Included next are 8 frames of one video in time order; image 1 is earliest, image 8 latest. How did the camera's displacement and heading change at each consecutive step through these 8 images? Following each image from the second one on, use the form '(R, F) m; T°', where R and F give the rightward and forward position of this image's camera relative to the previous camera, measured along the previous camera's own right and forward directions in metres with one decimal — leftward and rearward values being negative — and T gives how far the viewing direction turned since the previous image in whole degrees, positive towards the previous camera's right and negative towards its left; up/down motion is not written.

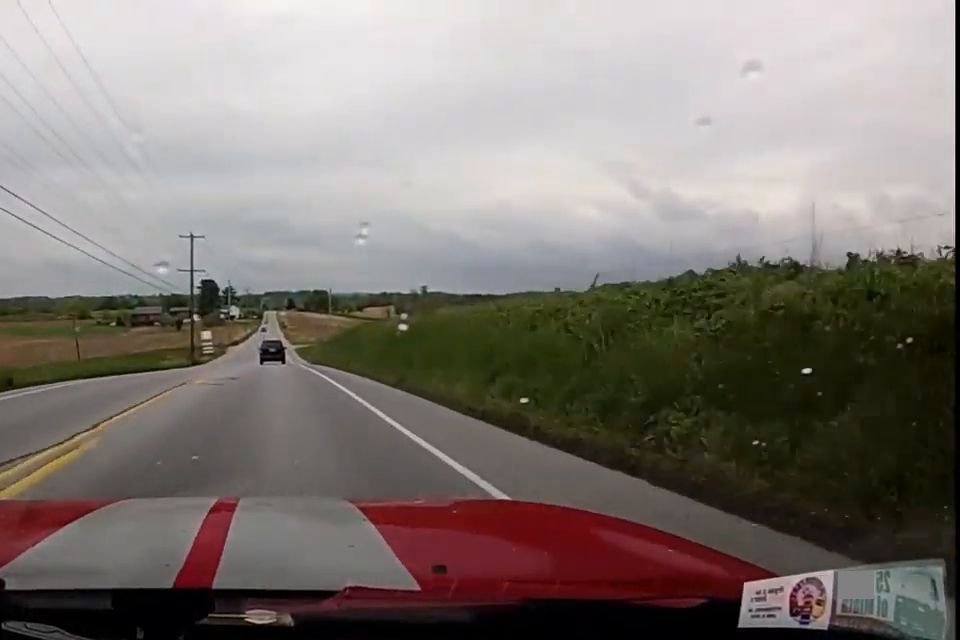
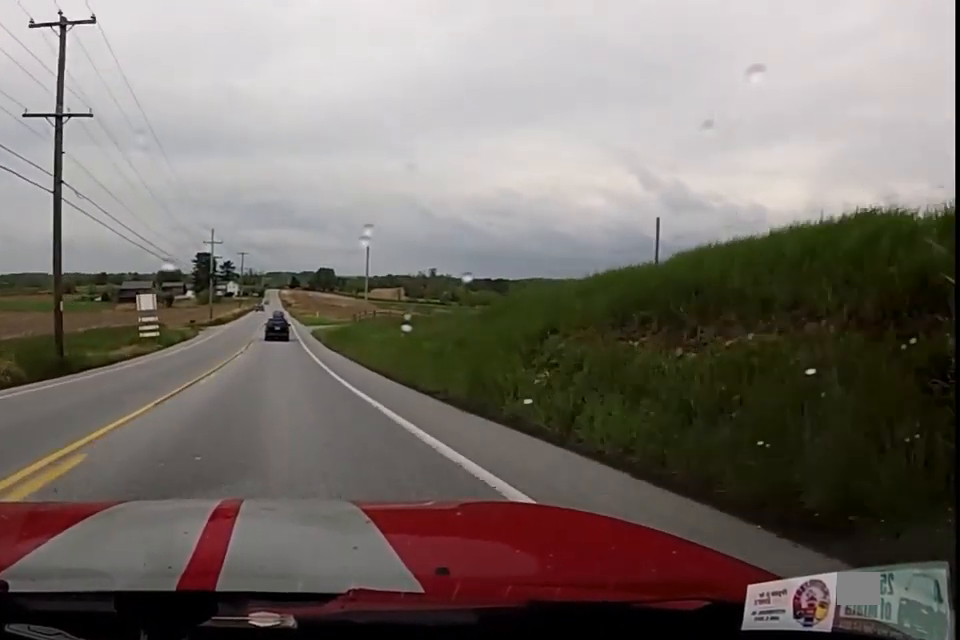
(-1.5, +37.1) m; -2°
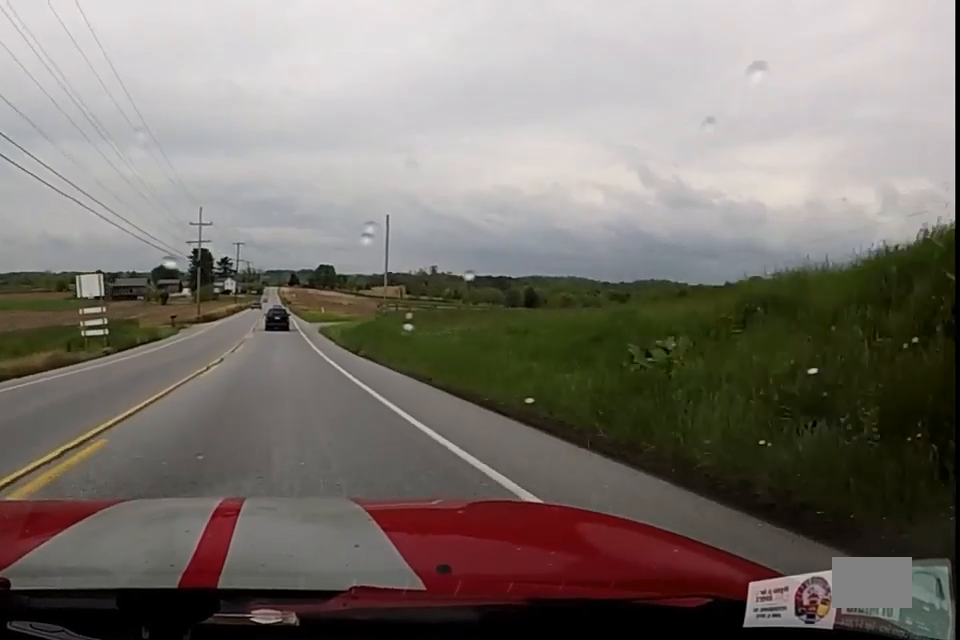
(-0.3, +11.8) m; +2°
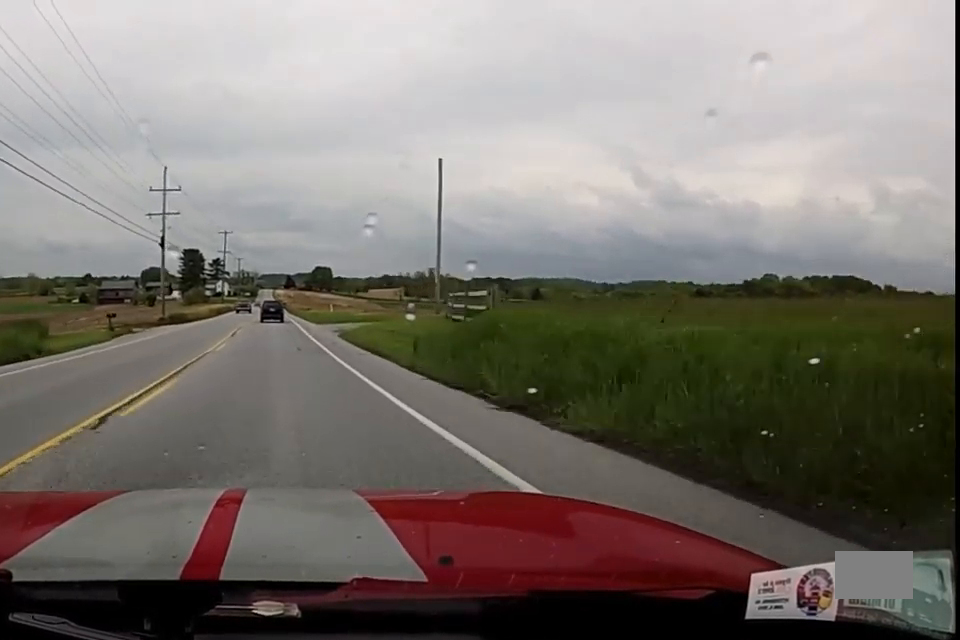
(+0.9, +18.9) m; 0°
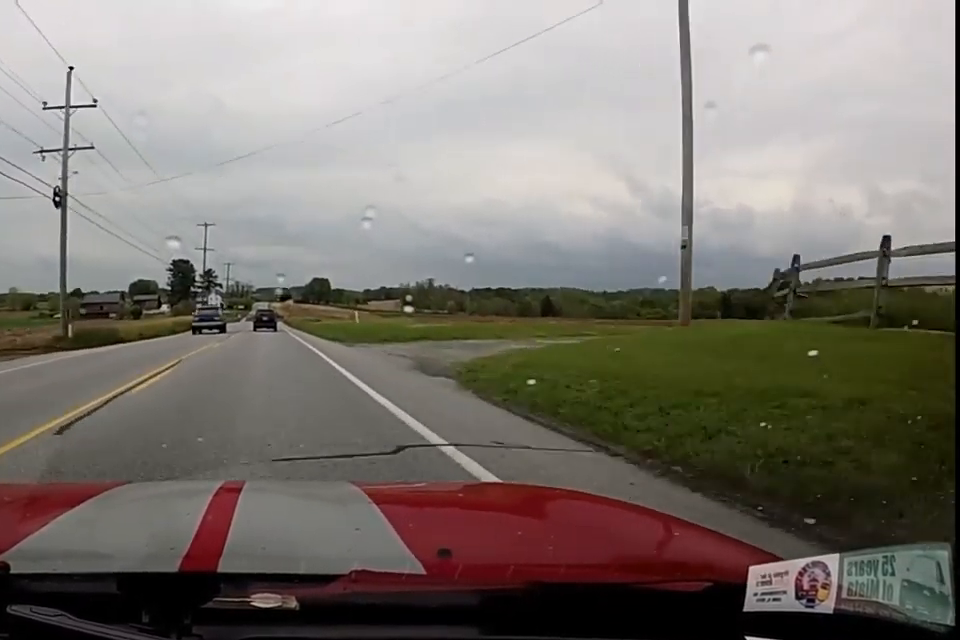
(-0.8, +22.3) m; 0°
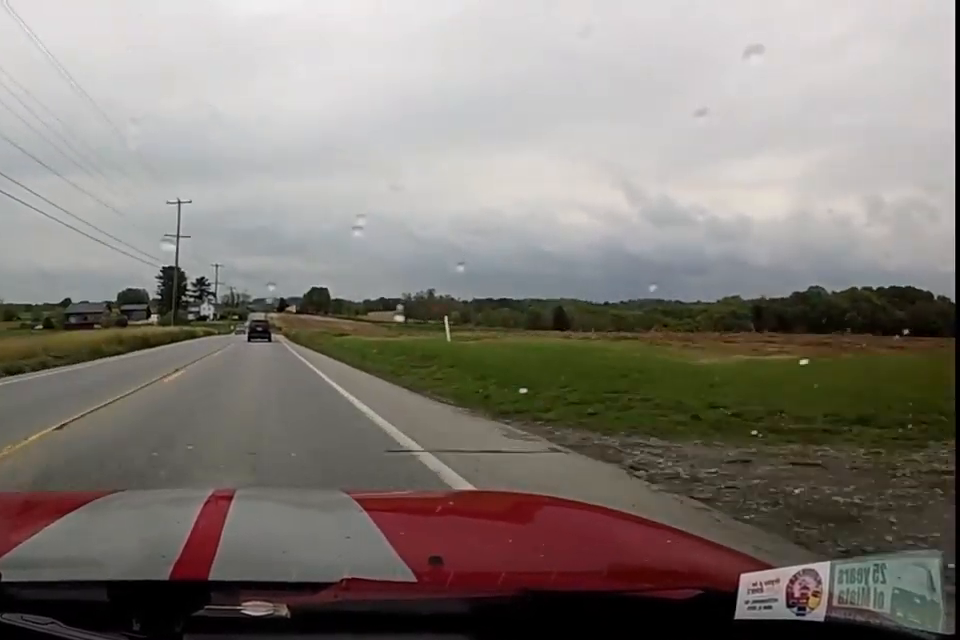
(+0.6, +20.8) m; 0°
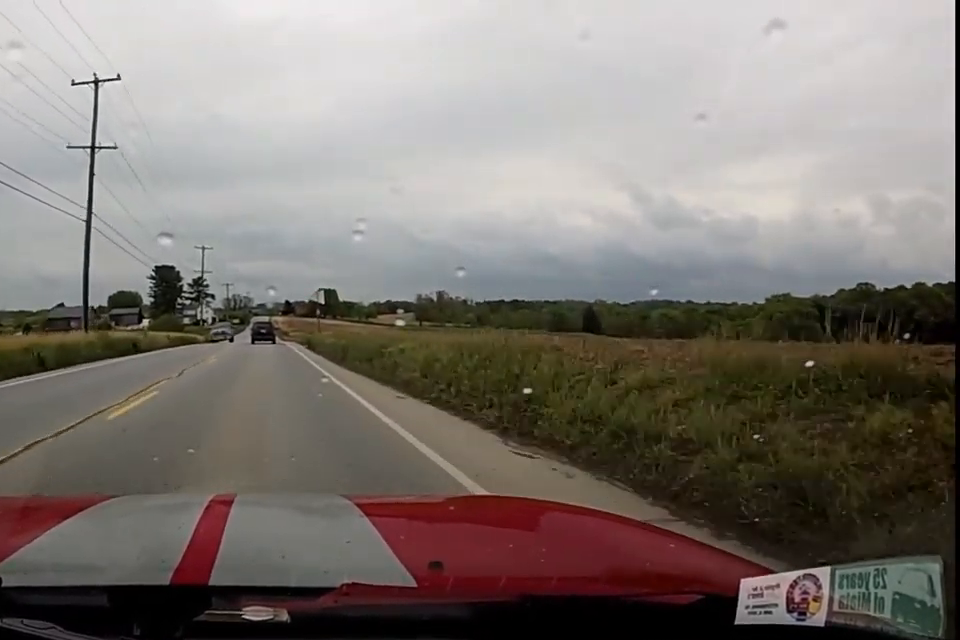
(-0.9, +29.6) m; -3°
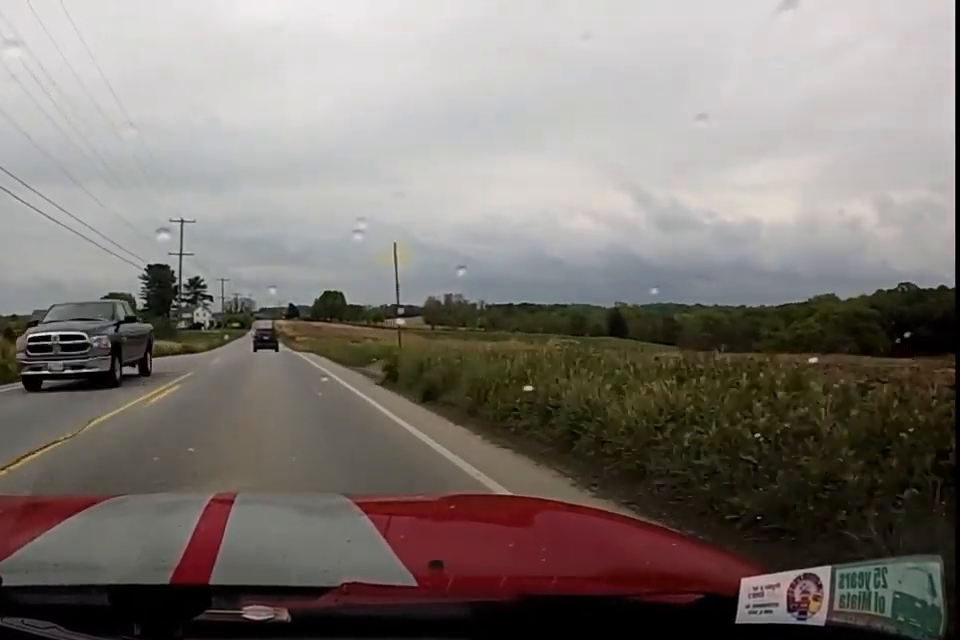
(+0.1, +22.3) m; 0°
